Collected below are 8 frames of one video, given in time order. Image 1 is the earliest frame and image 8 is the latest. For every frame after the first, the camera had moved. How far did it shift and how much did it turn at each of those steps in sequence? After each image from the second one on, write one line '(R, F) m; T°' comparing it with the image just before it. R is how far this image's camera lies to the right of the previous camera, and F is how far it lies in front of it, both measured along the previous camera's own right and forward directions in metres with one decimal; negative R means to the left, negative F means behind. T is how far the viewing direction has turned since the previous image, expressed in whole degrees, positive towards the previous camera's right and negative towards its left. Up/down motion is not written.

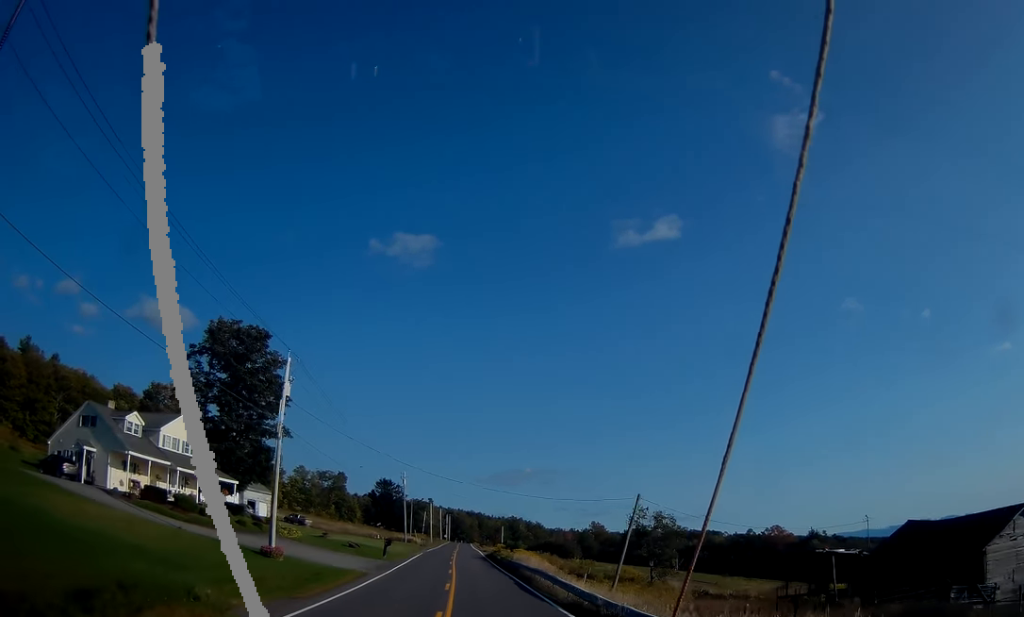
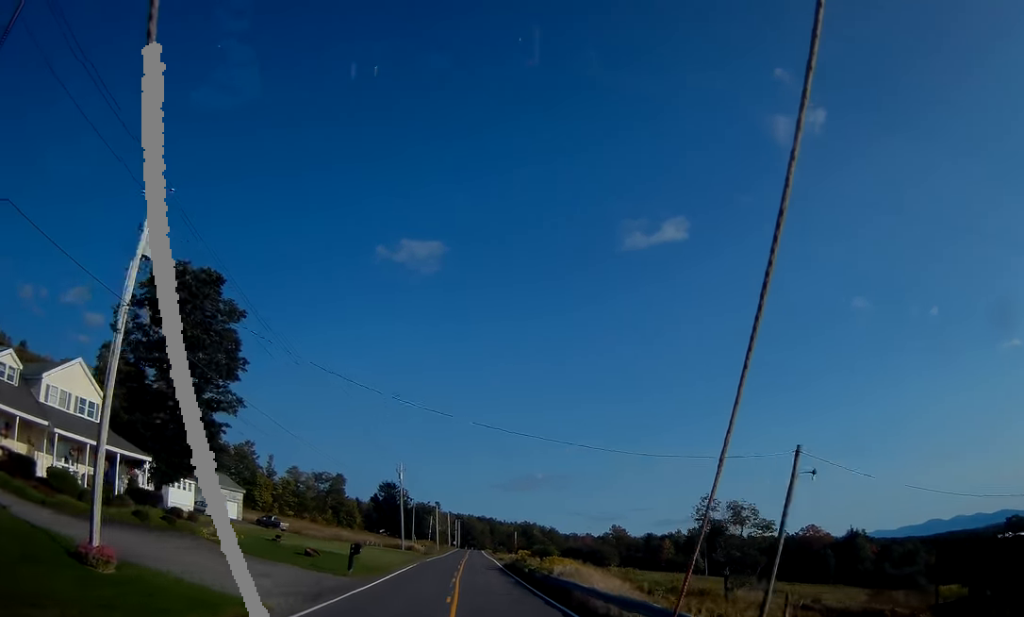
(0.0, +18.6) m; 0°
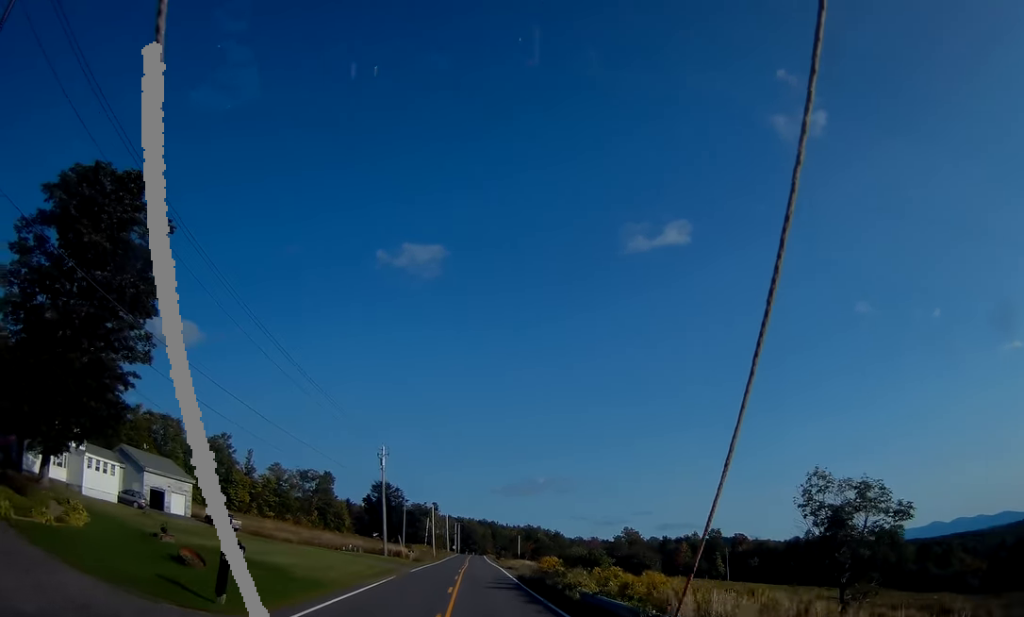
(-0.1, +17.7) m; 0°
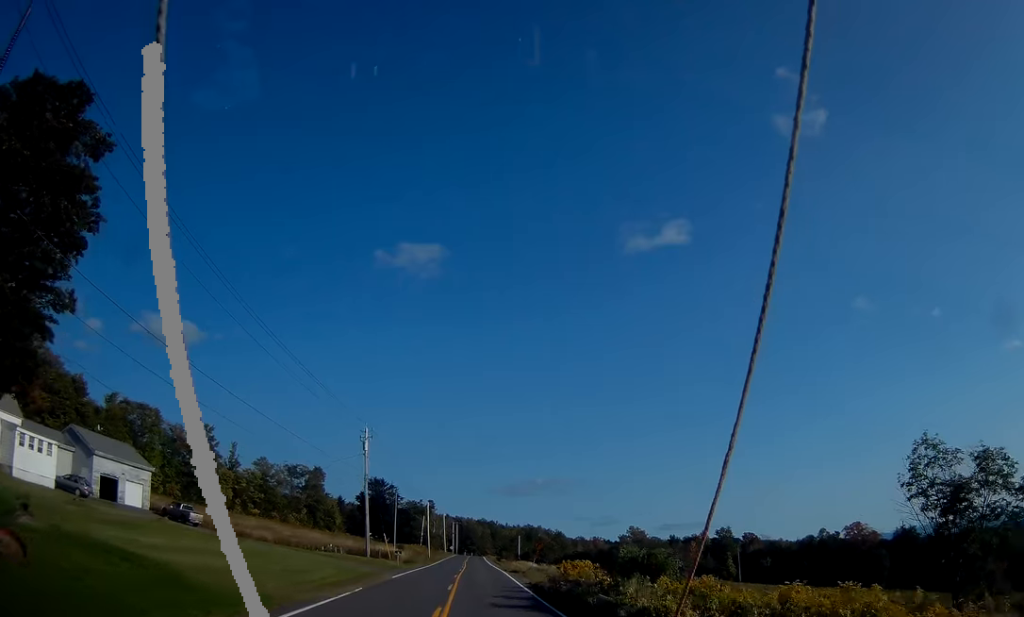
(0.0, +10.1) m; 0°
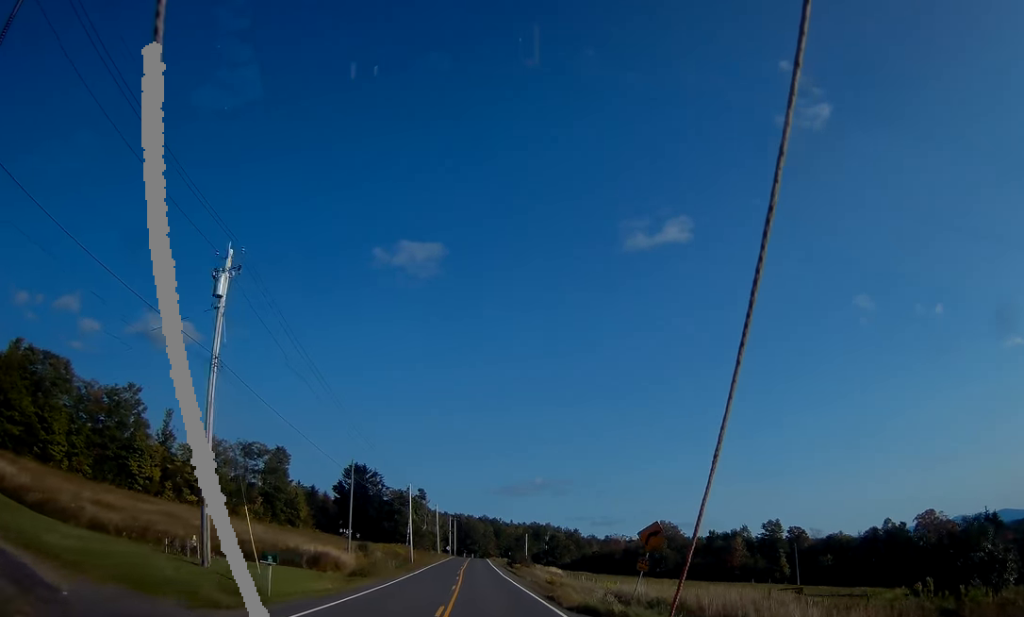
(-0.3, +34.6) m; 0°
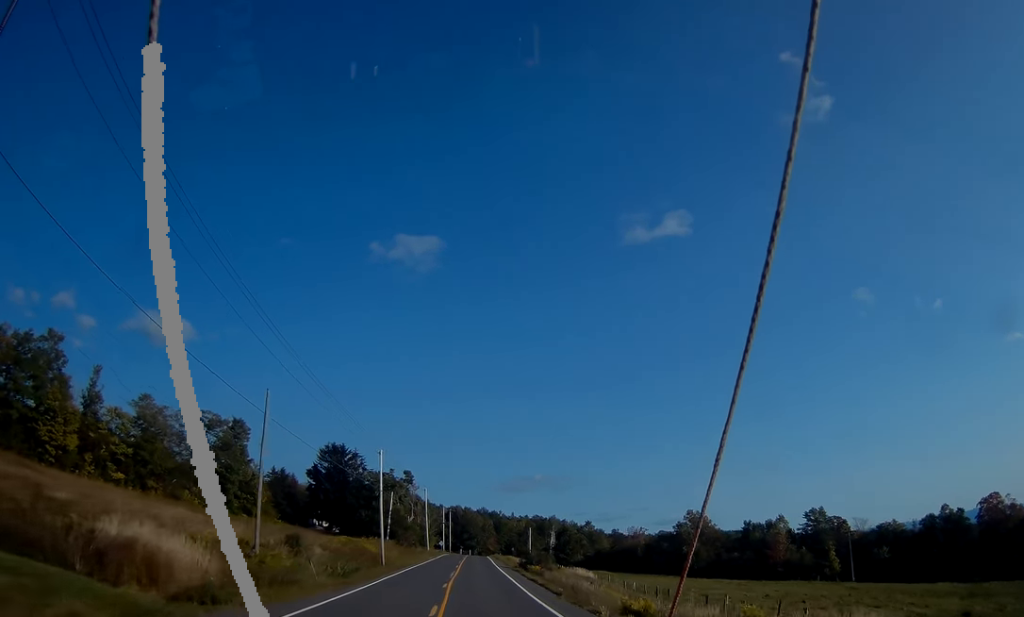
(+0.1, +25.1) m; 0°
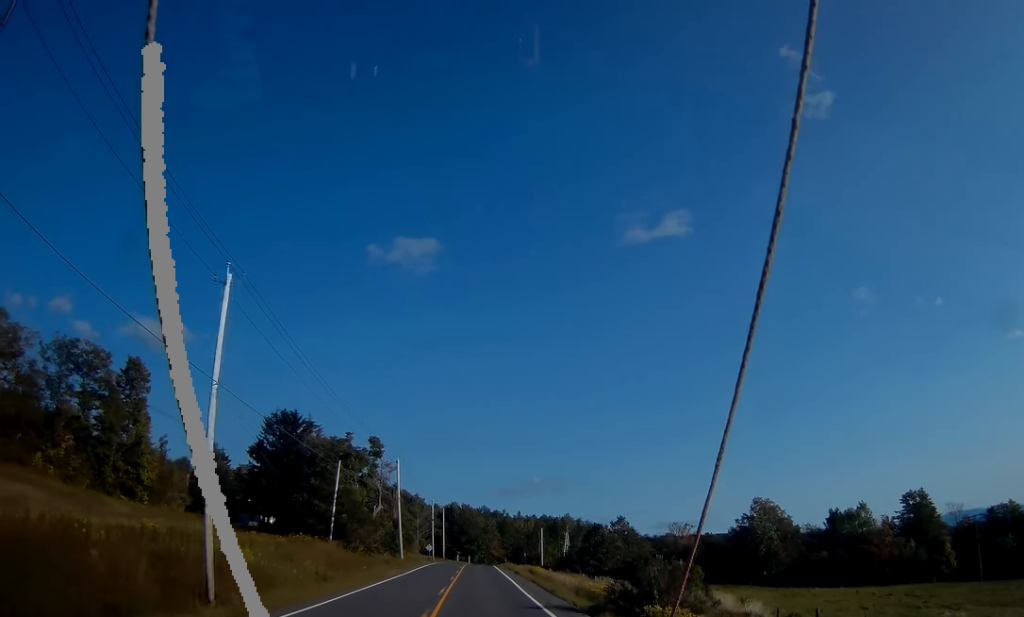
(0.0, +38.5) m; 0°
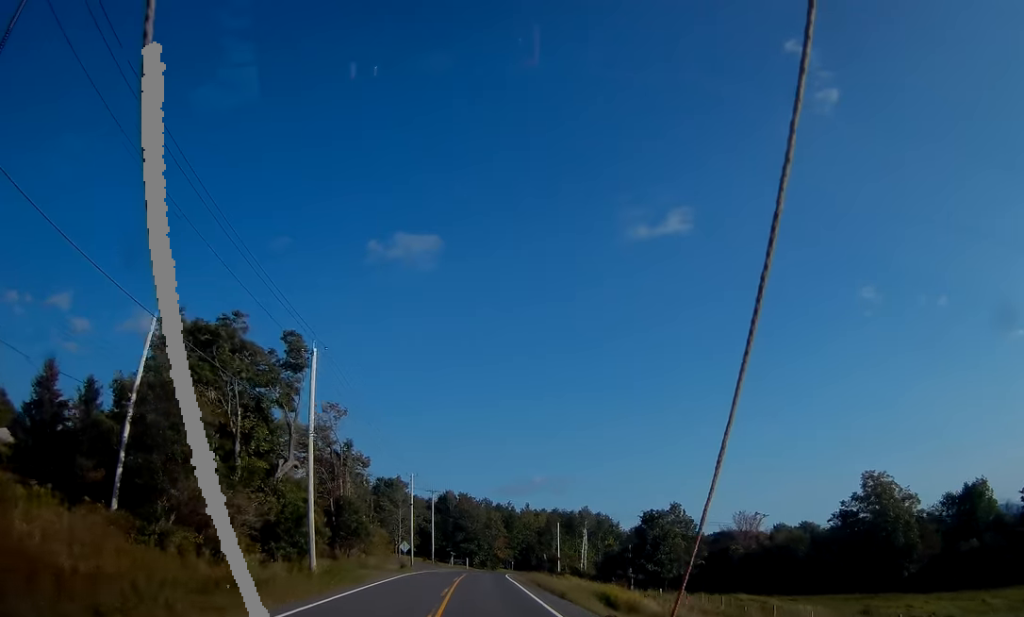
(+0.3, +36.7) m; +1°
